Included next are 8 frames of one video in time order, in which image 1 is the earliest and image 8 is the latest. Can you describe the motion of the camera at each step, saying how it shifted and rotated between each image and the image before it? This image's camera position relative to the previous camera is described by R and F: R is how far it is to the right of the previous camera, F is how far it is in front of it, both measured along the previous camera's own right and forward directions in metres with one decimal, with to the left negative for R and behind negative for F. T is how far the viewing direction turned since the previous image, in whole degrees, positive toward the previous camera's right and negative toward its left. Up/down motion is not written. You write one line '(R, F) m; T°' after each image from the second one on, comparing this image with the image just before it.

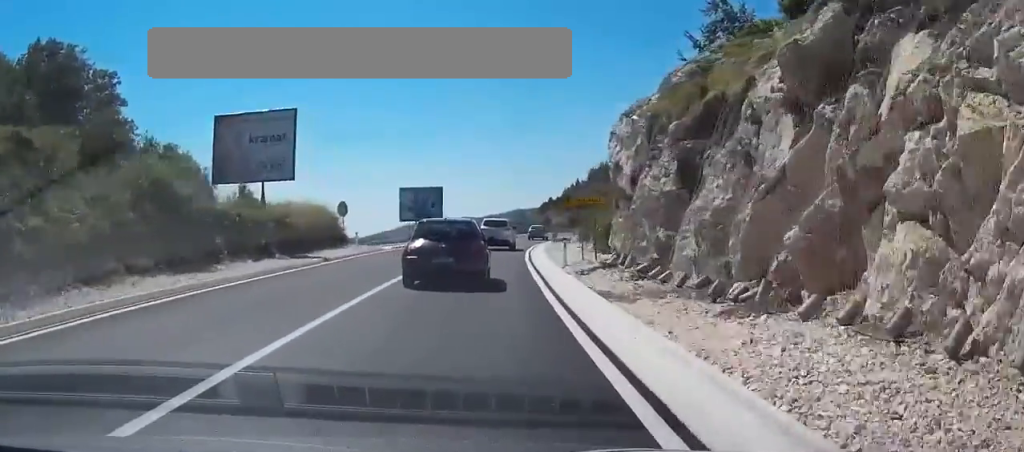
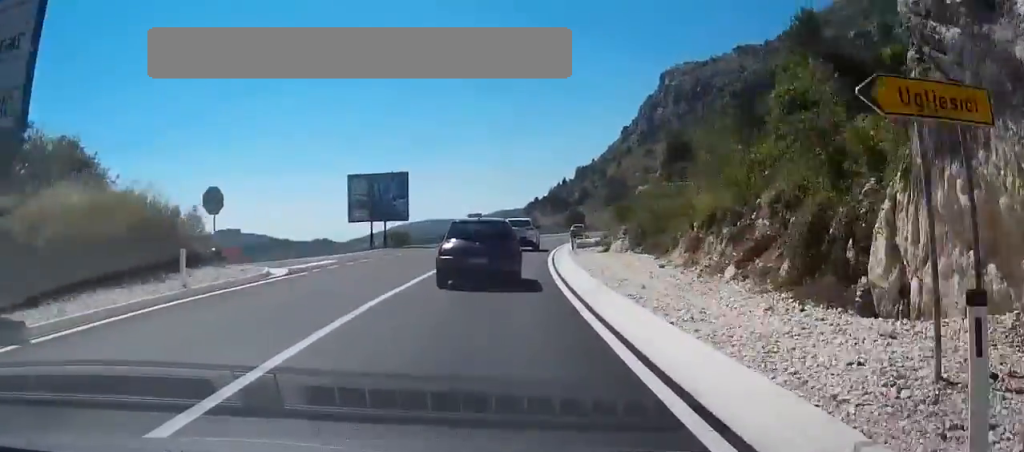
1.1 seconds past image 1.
(-0.1, +19.5) m; +1°
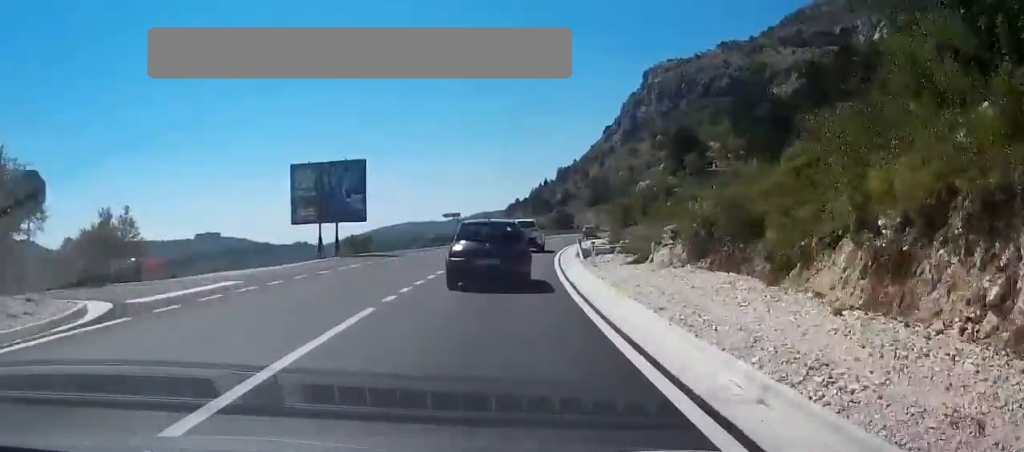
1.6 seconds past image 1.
(+0.1, +9.5) m; +2°
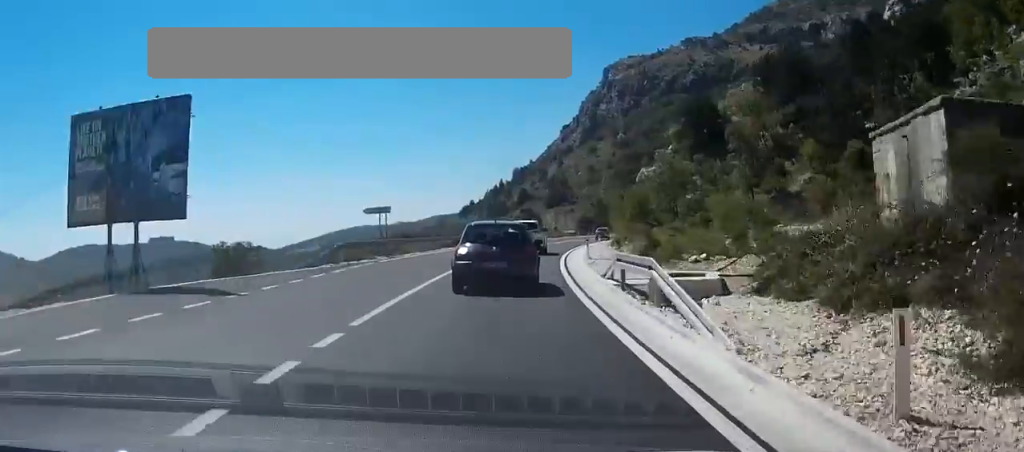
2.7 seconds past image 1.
(+0.5, +18.5) m; +3°
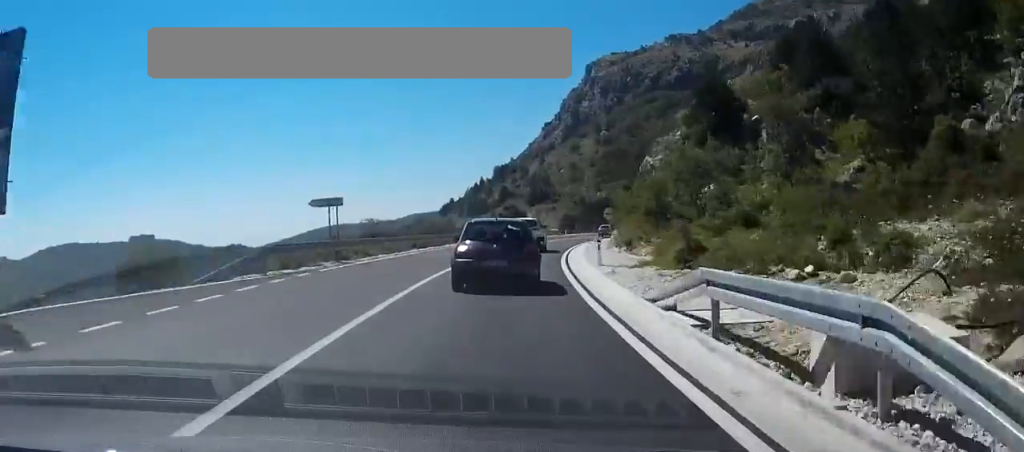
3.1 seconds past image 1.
(0.0, +7.2) m; +1°
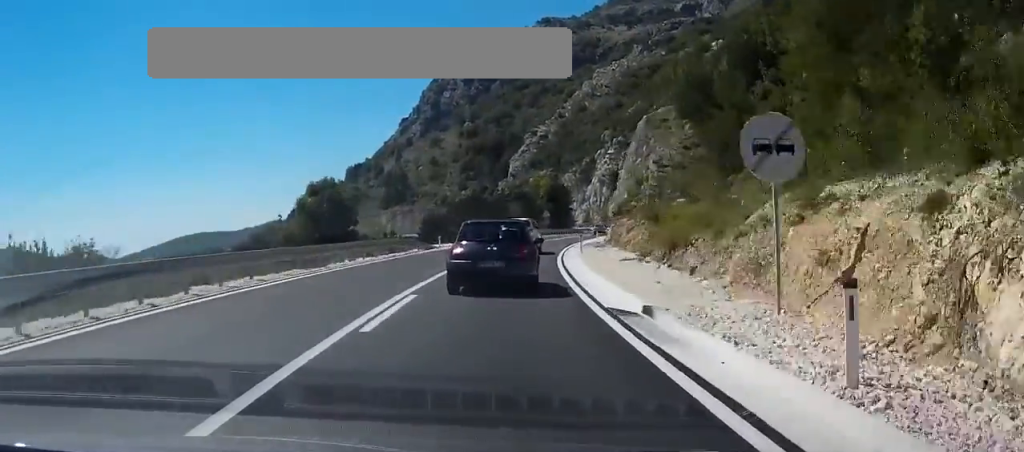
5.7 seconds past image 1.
(+4.0, +48.1) m; +10°
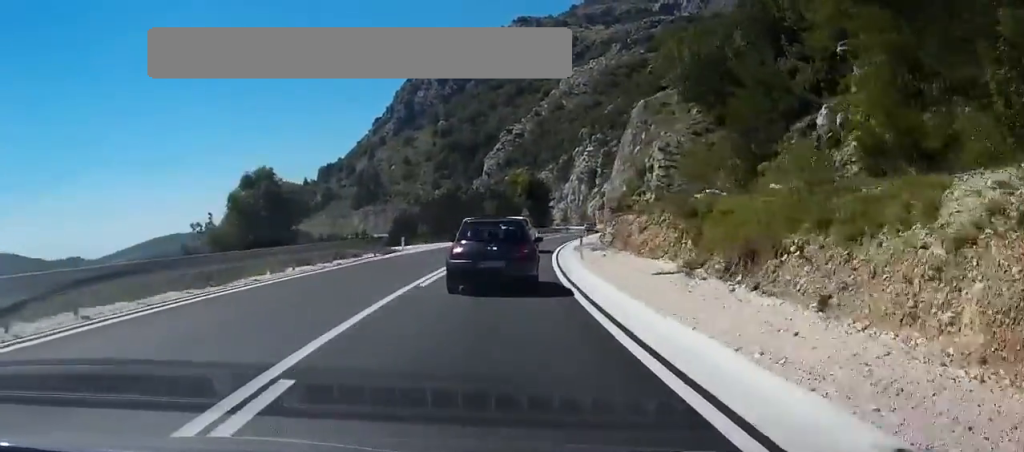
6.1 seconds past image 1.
(0.0, +7.9) m; +2°
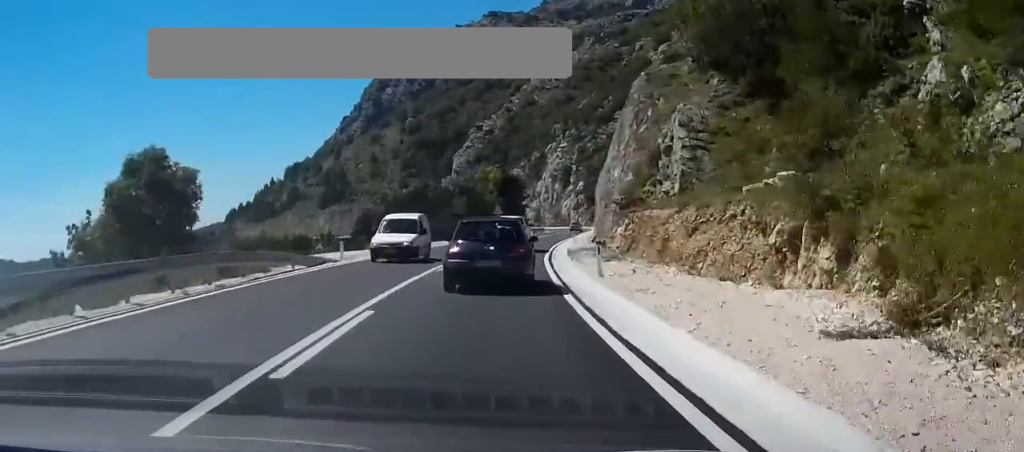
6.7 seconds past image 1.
(+0.3, +9.7) m; +2°
